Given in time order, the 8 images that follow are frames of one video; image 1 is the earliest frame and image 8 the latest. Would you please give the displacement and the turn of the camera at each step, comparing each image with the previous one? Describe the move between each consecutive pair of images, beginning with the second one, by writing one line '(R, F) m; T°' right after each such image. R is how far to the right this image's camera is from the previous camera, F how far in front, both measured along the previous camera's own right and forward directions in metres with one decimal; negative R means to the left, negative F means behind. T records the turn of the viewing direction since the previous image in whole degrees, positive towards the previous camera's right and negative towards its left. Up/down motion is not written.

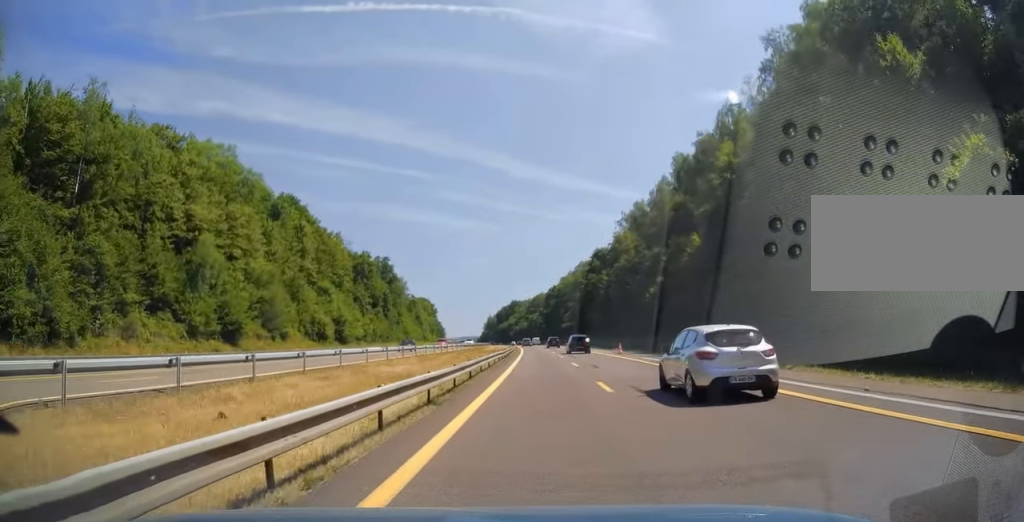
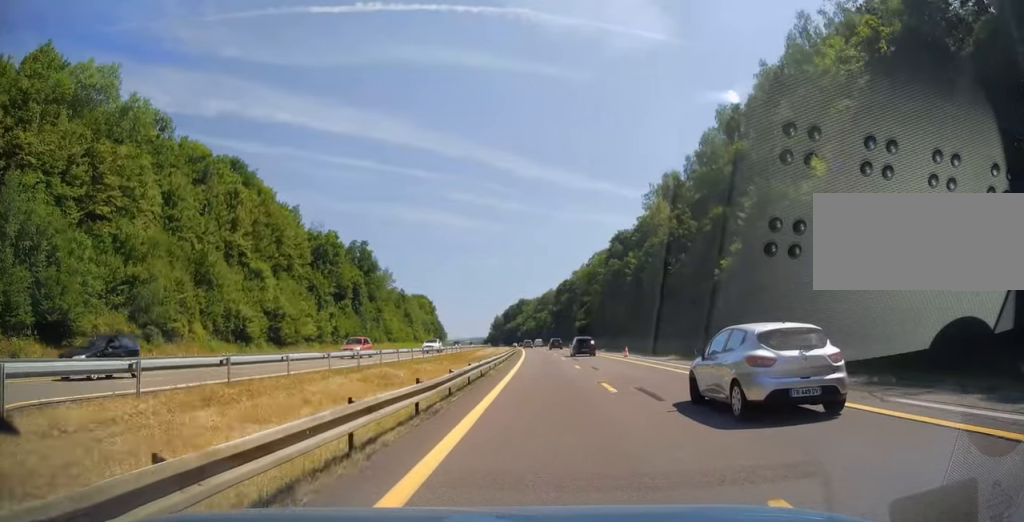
(-0.1, +25.6) m; 0°
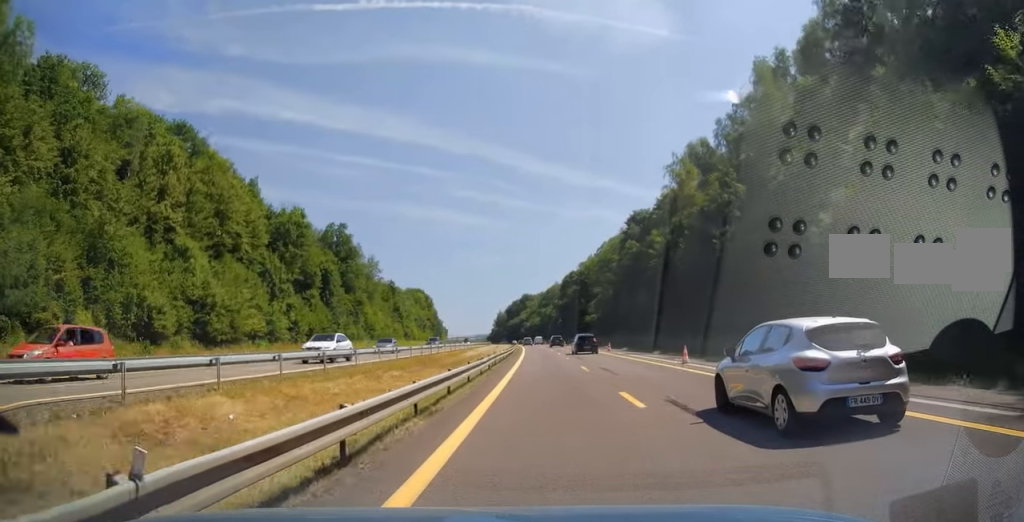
(0.0, +16.6) m; 0°
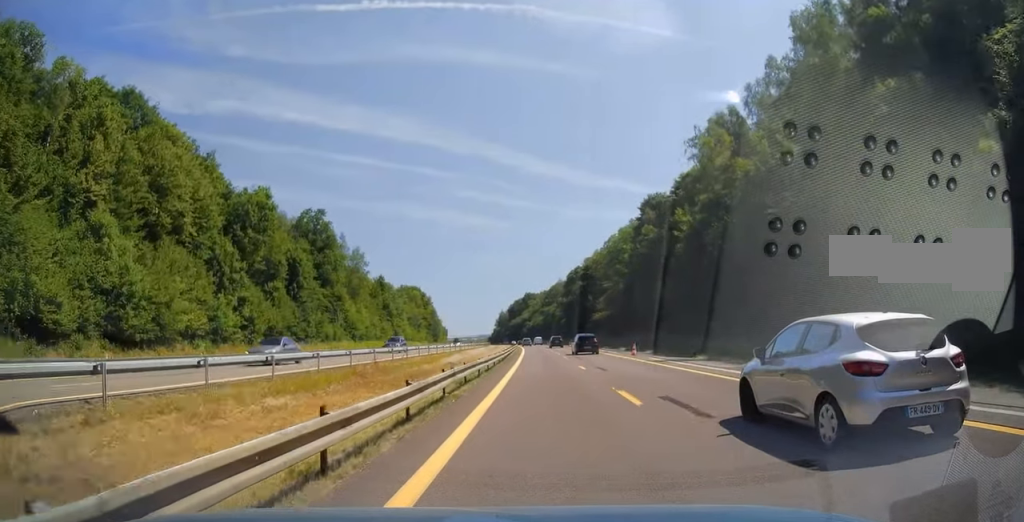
(+0.1, +12.7) m; 0°
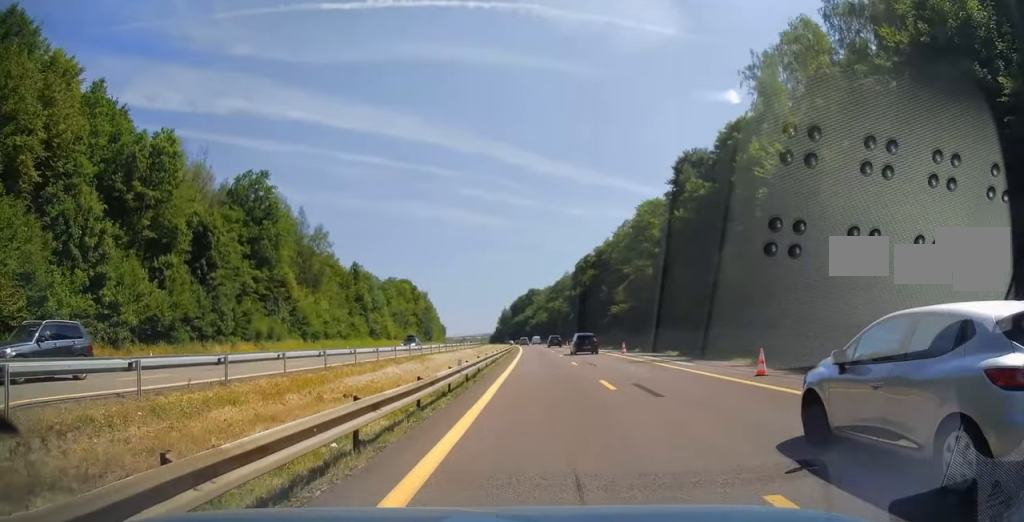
(-0.4, +22.7) m; -1°
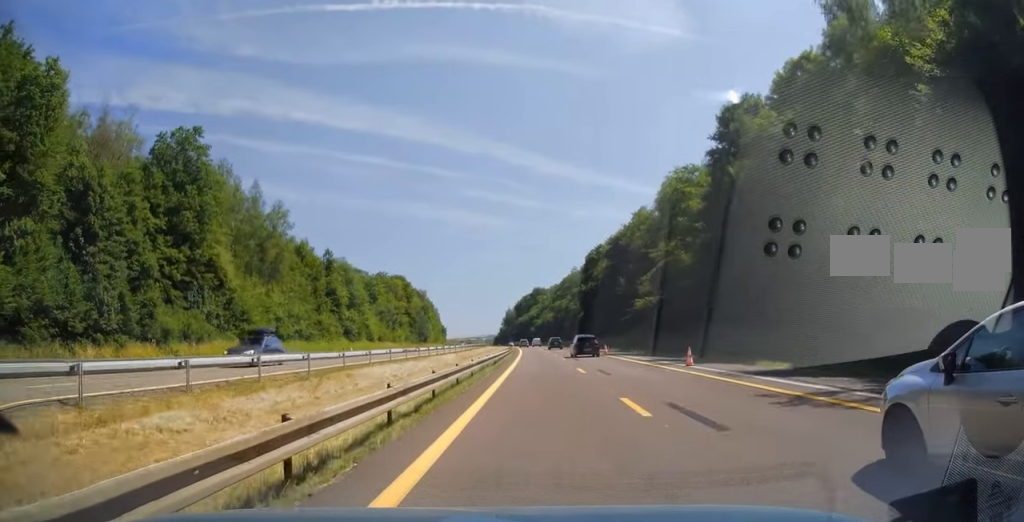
(-0.1, +17.9) m; 0°
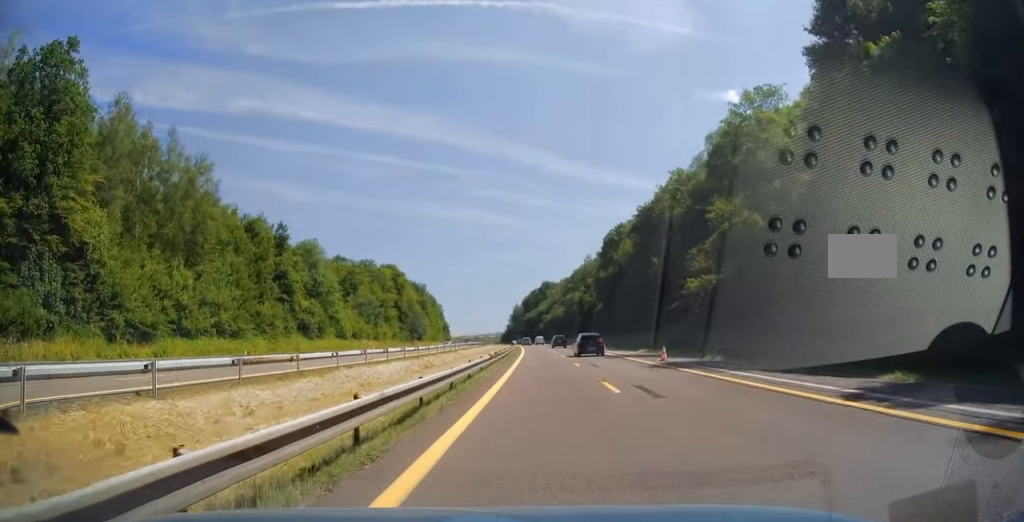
(0.0, +21.8) m; 0°
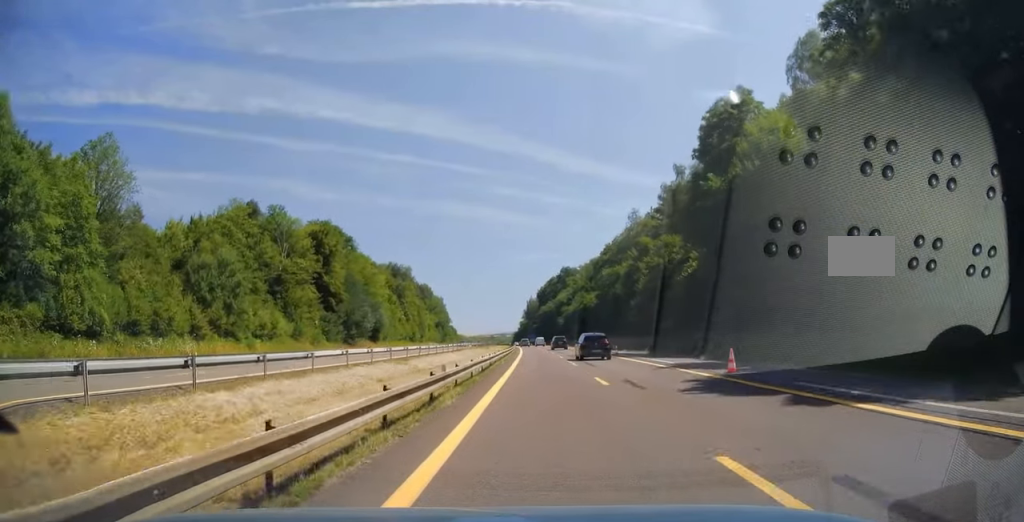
(-1.9, +62.5) m; -3°
